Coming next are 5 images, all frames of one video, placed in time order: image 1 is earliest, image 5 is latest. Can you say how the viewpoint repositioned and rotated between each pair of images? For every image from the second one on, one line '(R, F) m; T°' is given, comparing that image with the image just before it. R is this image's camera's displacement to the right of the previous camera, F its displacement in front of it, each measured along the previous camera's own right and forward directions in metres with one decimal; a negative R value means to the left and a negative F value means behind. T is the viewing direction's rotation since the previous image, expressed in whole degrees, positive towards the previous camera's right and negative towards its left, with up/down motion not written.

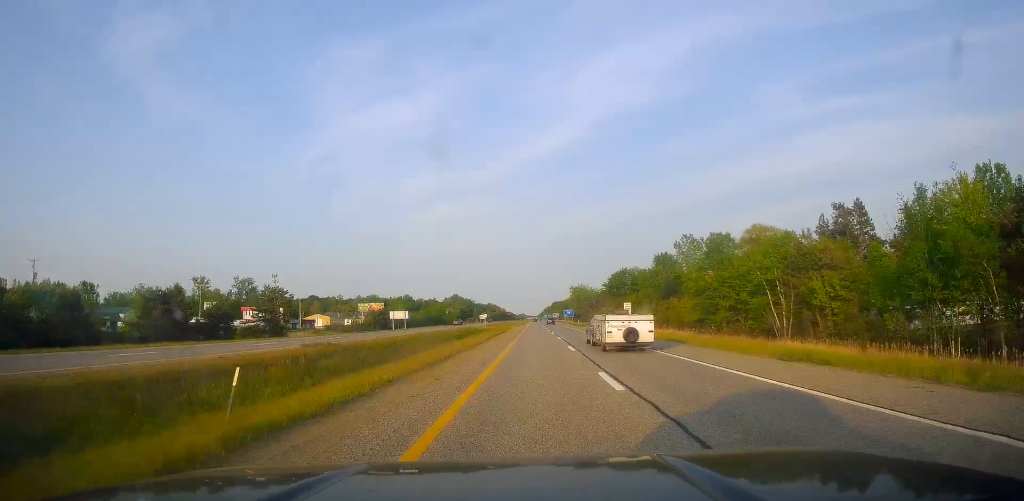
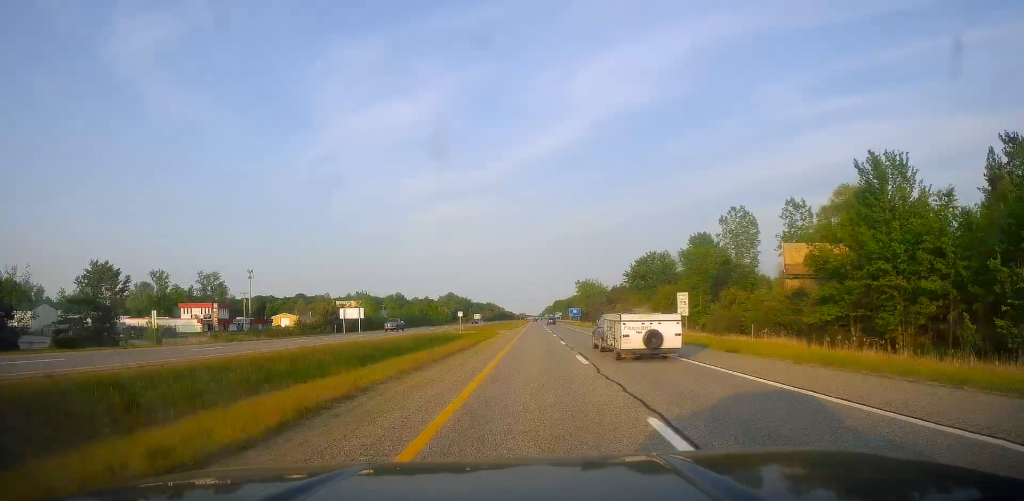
(-0.2, +38.3) m; -1°
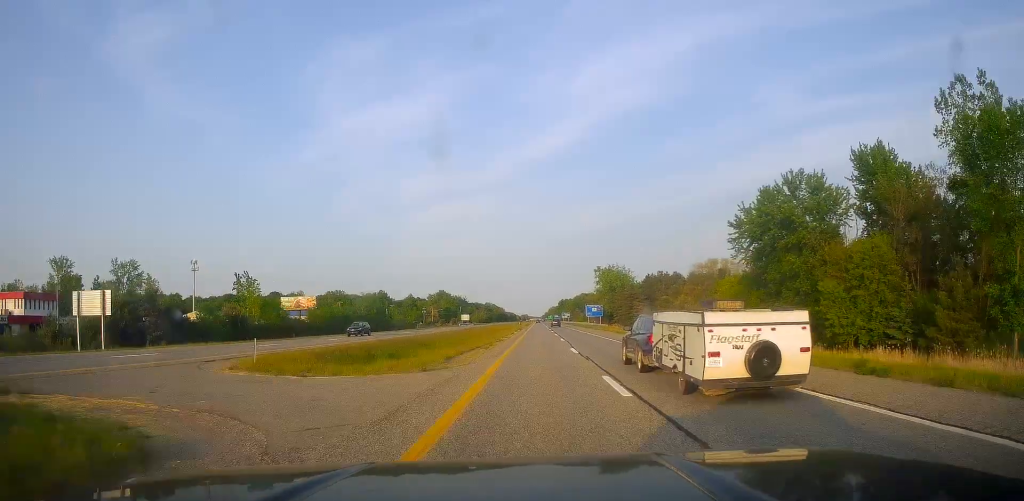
(-0.3, +69.5) m; 0°
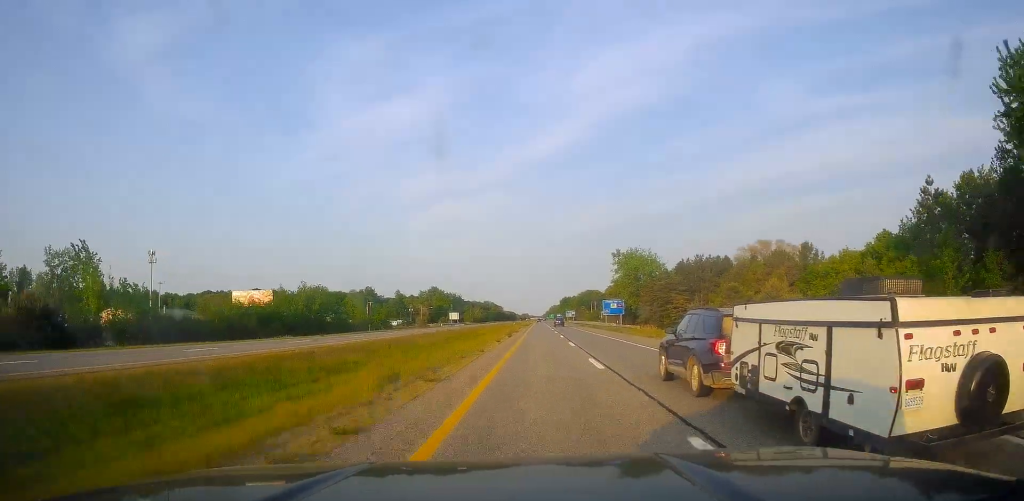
(+0.4, +39.5) m; 0°
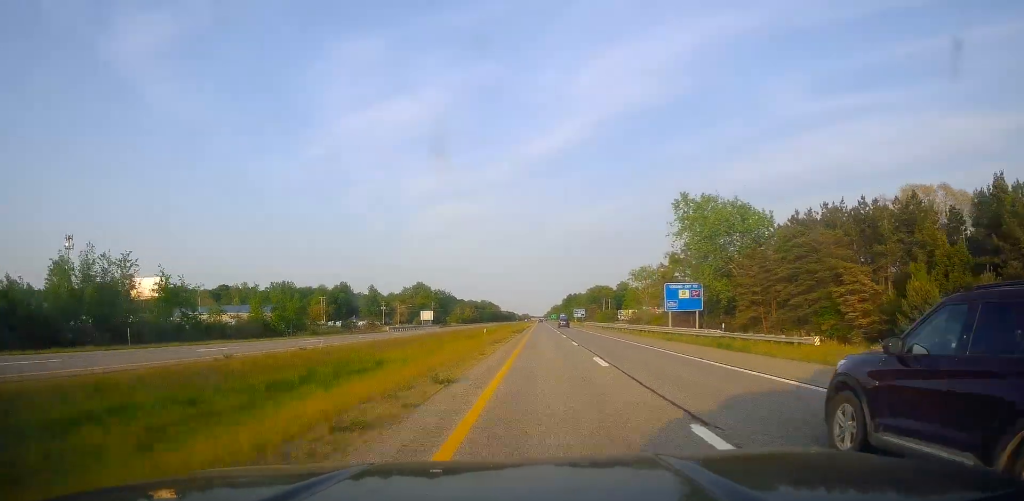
(-0.6, +59.9) m; -1°
